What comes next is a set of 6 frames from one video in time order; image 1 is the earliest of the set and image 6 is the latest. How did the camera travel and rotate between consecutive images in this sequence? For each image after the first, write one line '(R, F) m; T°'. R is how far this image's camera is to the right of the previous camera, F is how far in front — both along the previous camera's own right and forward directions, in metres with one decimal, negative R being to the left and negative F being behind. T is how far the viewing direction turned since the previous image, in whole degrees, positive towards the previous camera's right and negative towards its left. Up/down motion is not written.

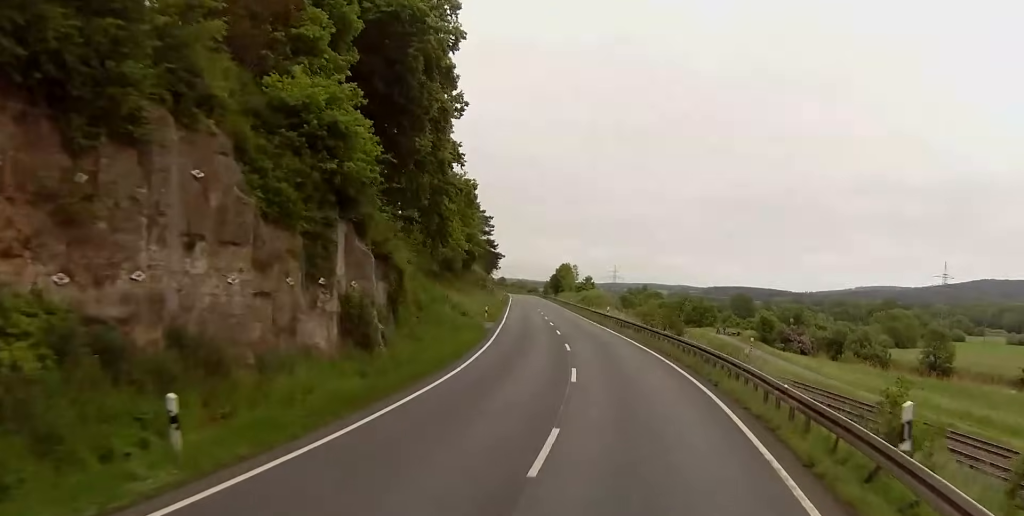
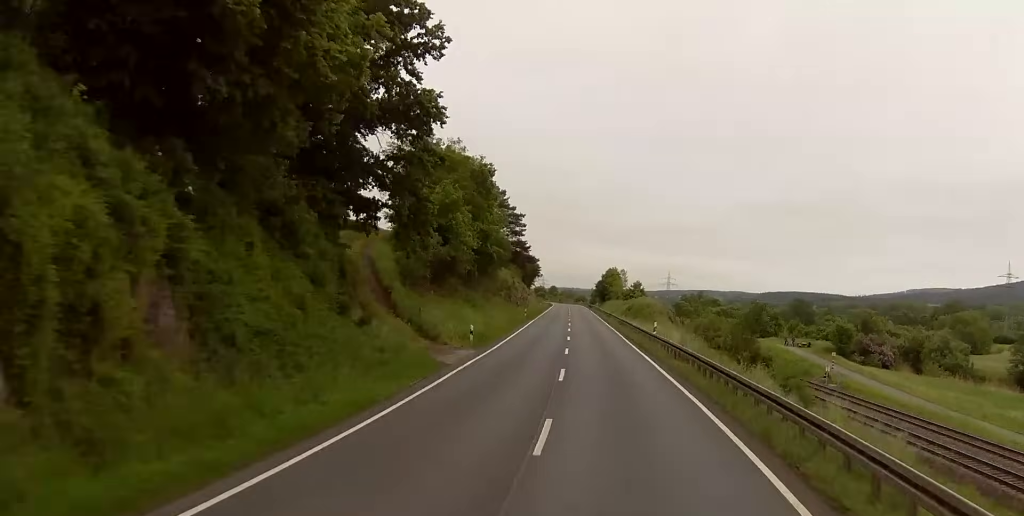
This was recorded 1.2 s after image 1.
(-0.7, +21.8) m; -2°
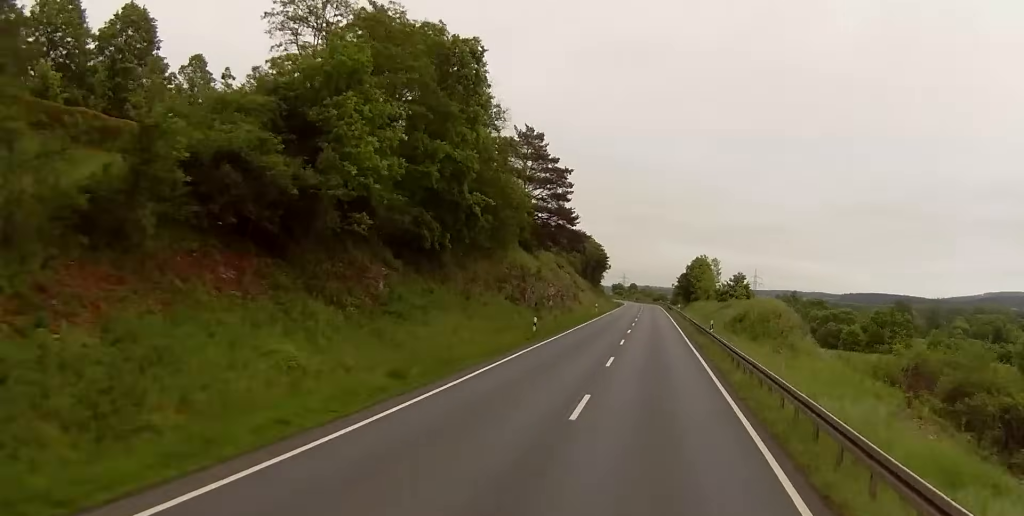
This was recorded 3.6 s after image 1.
(-1.9, +44.8) m; -3°
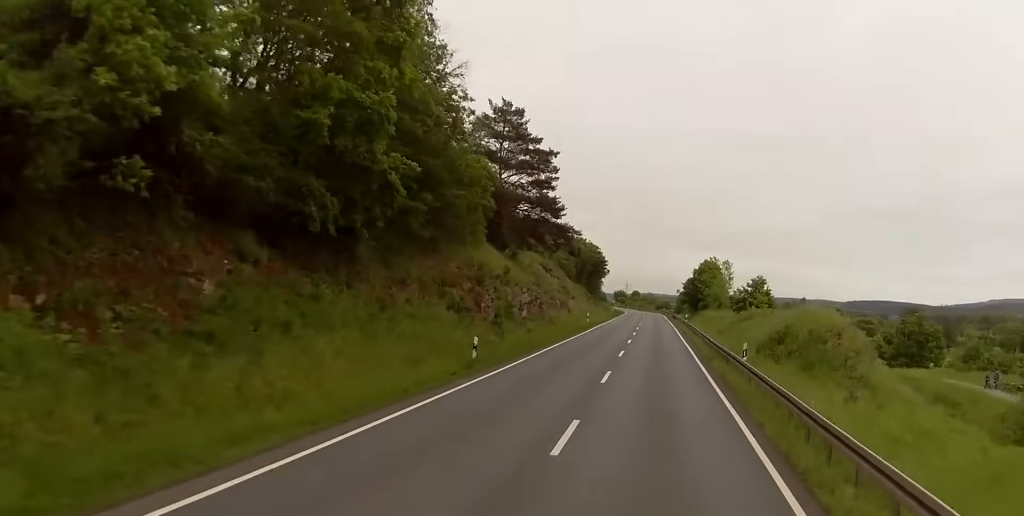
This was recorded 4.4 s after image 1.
(+0.2, +14.9) m; 0°
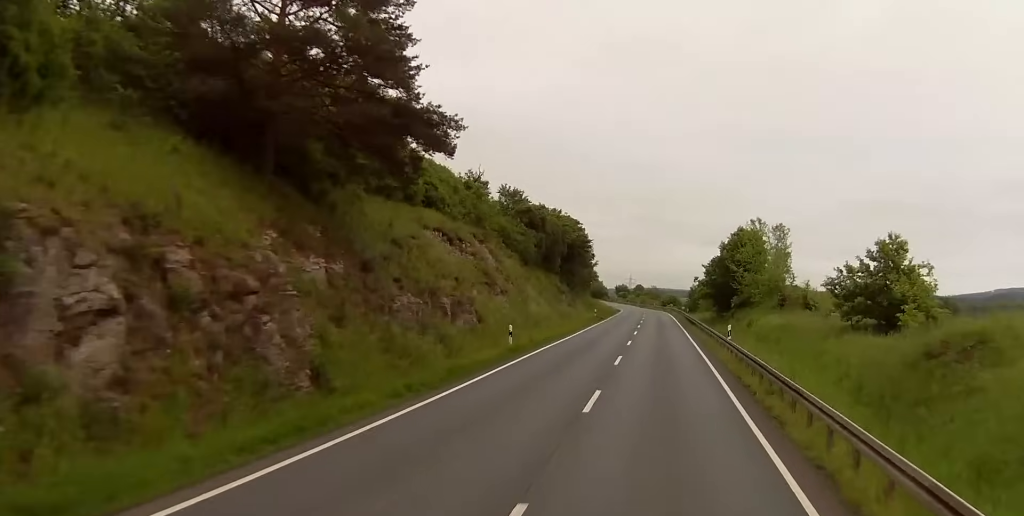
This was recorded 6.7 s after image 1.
(-0.6, +42.8) m; 0°
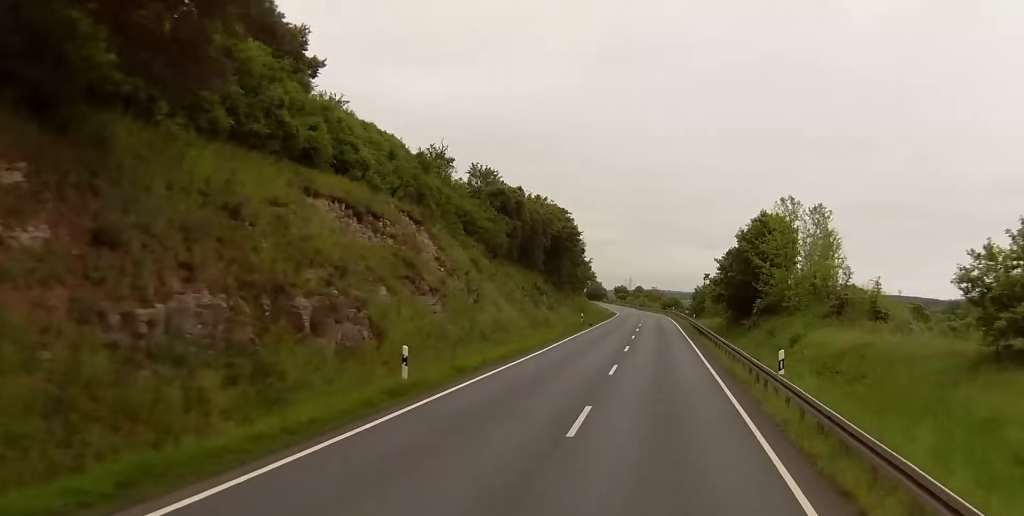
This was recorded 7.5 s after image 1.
(0.0, +15.0) m; 0°
